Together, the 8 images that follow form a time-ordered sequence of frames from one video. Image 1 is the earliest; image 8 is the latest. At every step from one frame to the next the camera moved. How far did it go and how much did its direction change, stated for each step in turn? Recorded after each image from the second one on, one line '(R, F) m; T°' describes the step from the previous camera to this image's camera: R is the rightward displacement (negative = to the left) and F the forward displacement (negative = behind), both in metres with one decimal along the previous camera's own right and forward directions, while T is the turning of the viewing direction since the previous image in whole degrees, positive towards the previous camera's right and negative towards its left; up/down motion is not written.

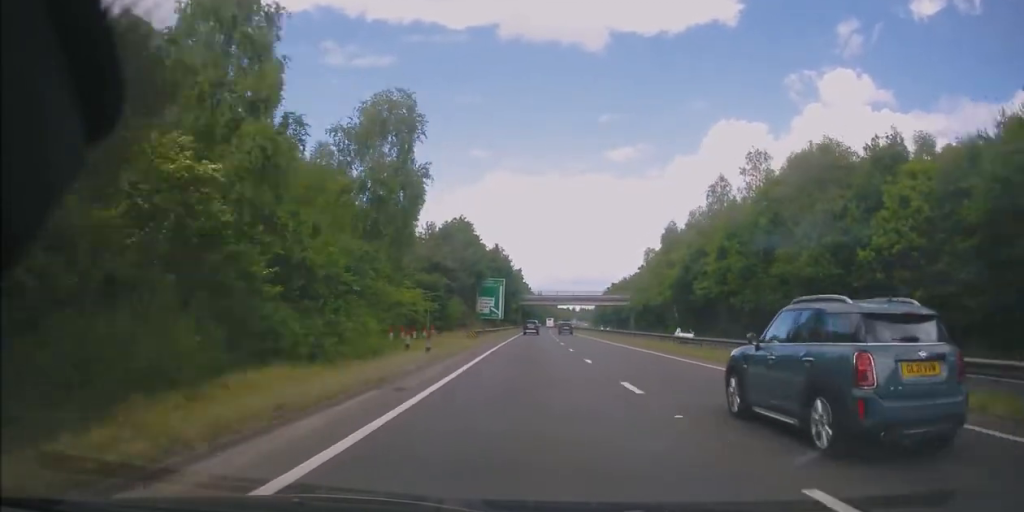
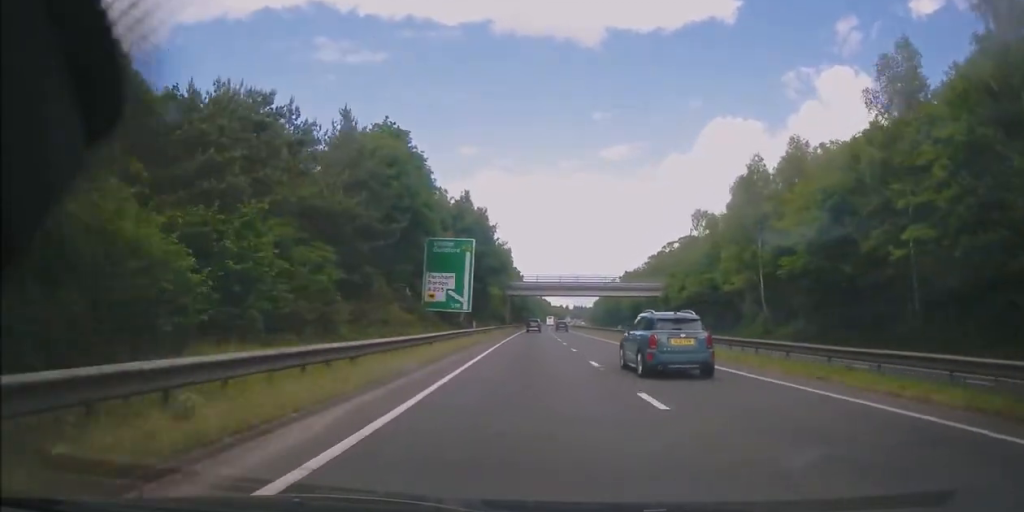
(+0.1, +38.4) m; +1°
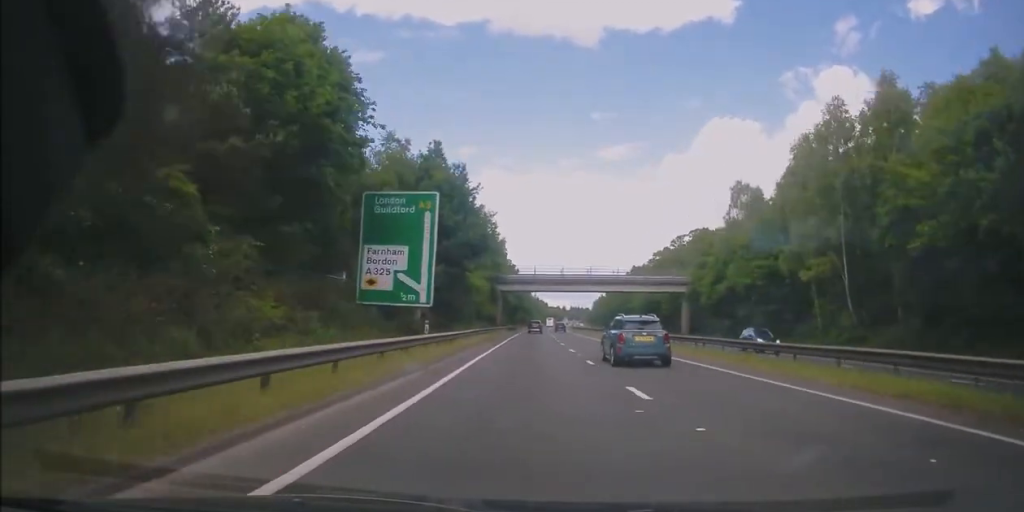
(+0.2, +16.8) m; 0°
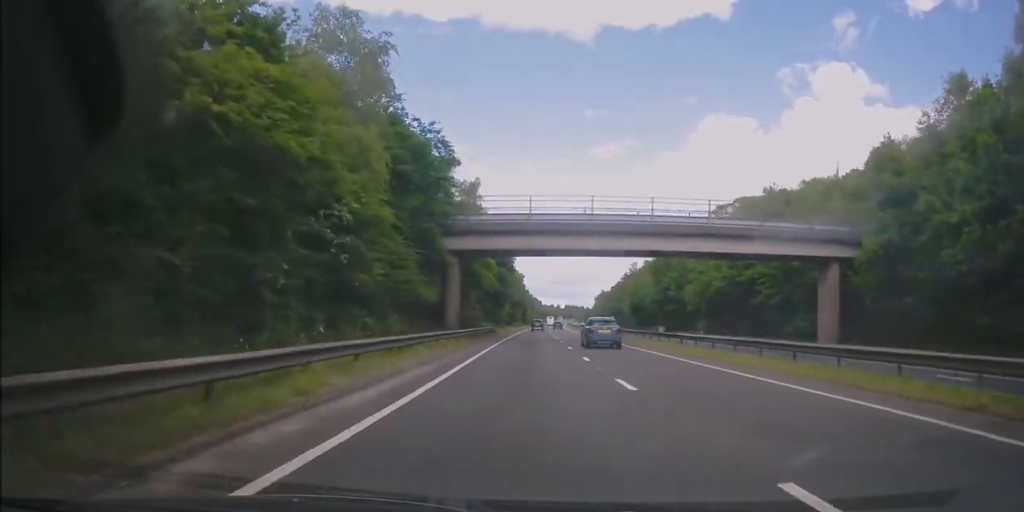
(+0.1, +43.7) m; +1°
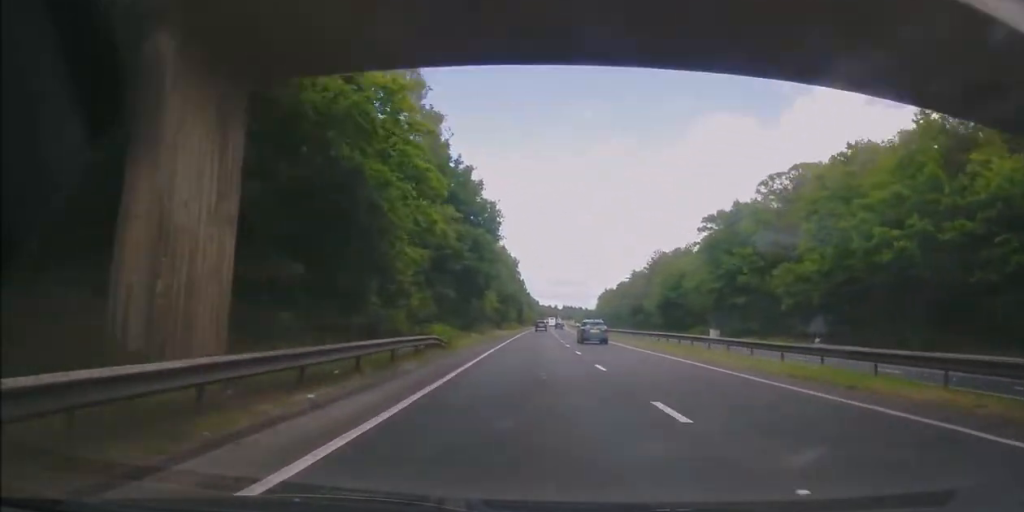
(0.0, +30.7) m; 0°
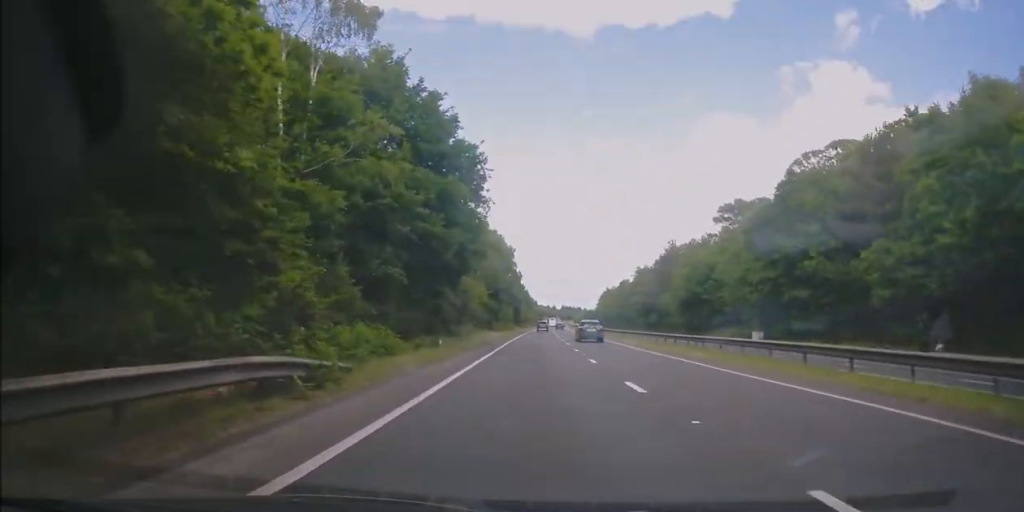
(0.0, +14.5) m; 0°
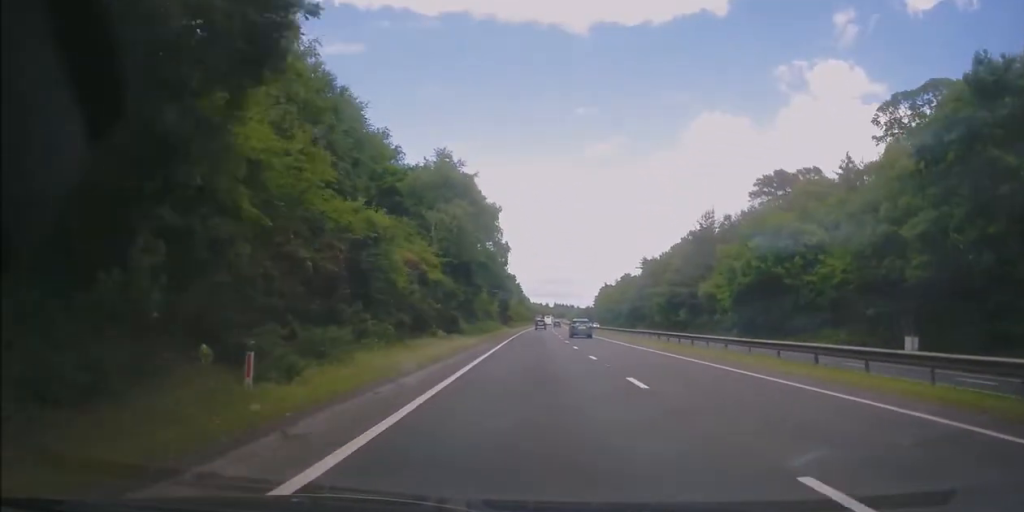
(+0.2, +26.4) m; +1°
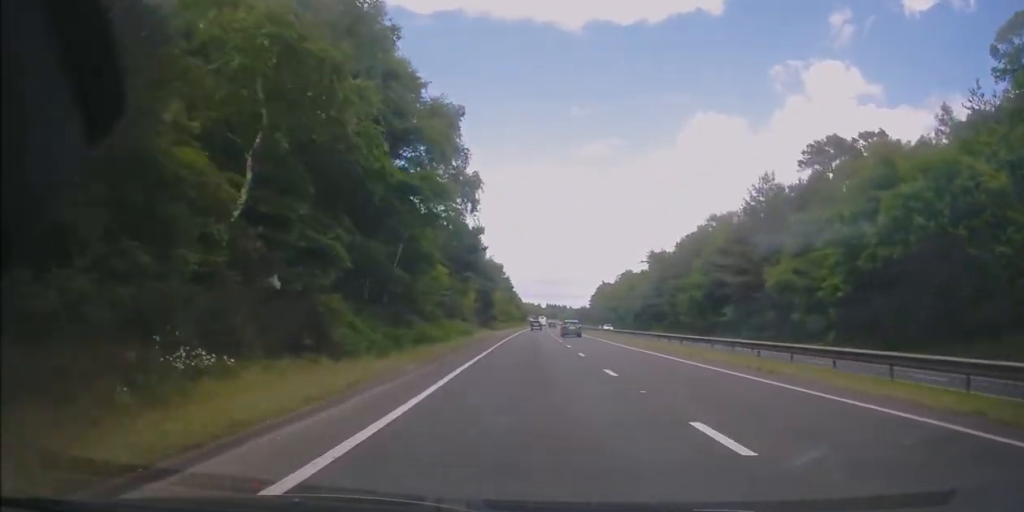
(+0.4, +24.0) m; +1°
